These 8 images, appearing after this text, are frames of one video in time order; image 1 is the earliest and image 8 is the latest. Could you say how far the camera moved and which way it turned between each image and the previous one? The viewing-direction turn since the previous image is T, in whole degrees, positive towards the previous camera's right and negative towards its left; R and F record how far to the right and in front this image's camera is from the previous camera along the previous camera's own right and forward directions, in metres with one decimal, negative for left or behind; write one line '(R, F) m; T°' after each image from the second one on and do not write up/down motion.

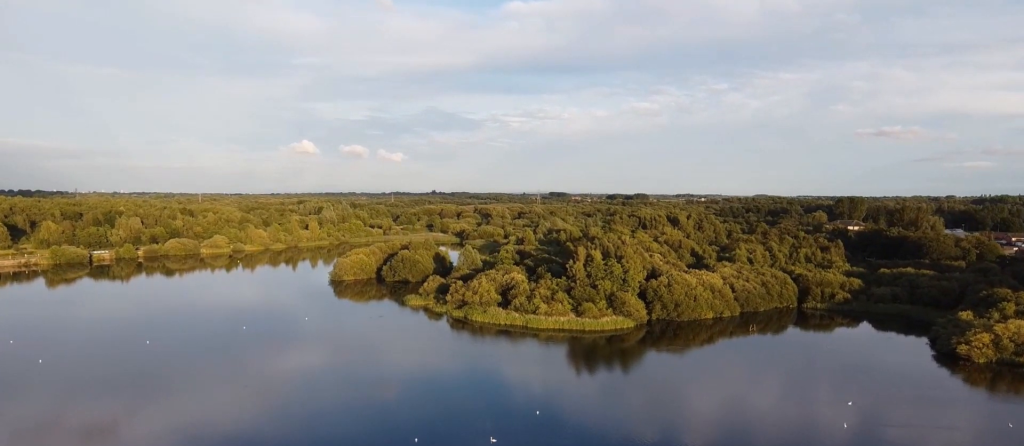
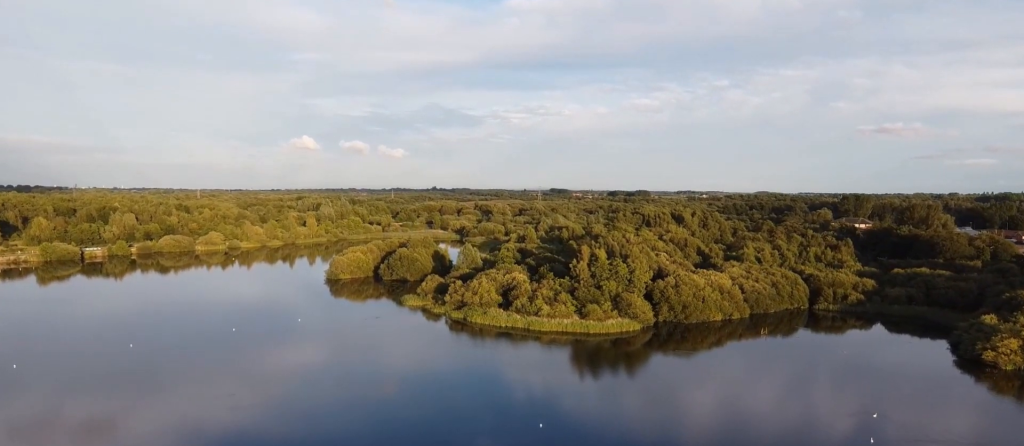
(0.0, +8.8) m; 0°
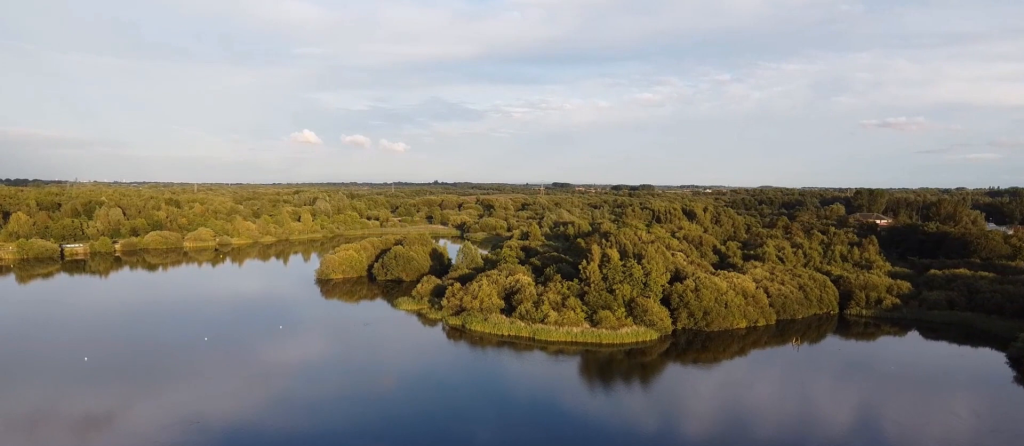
(0.0, +21.1) m; 0°
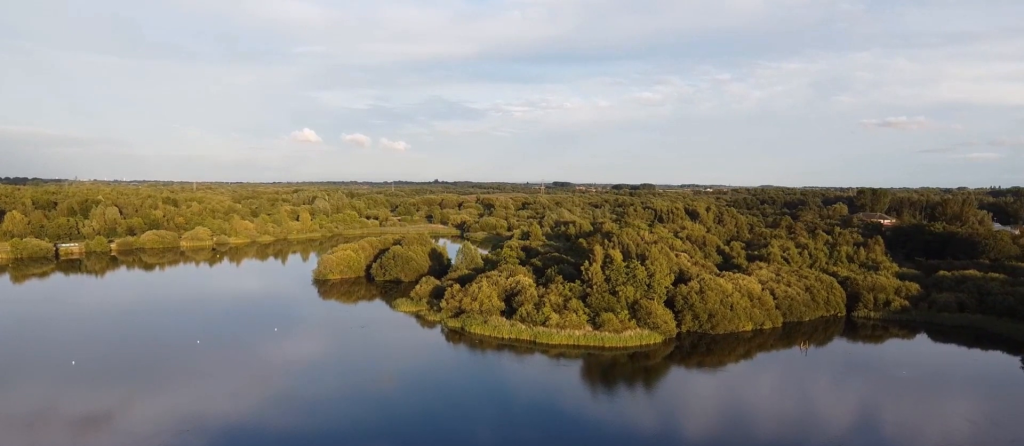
(0.0, +4.8) m; 0°
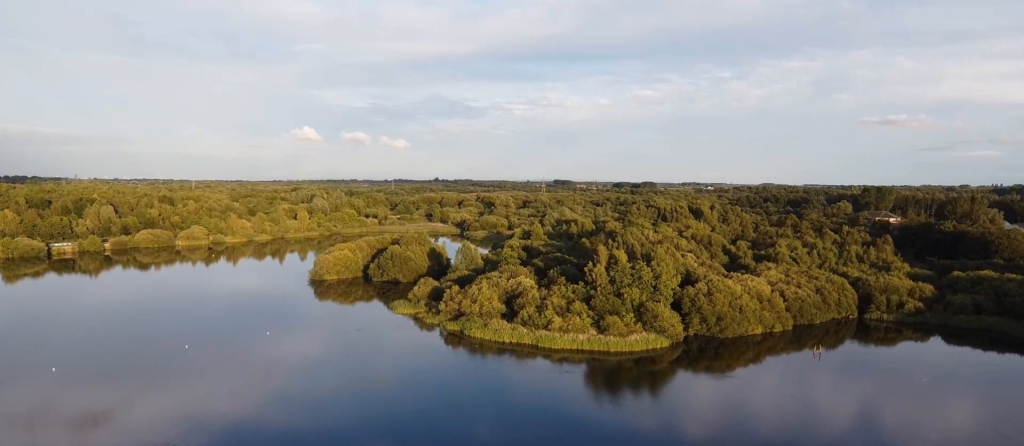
(0.0, +6.9) m; 0°
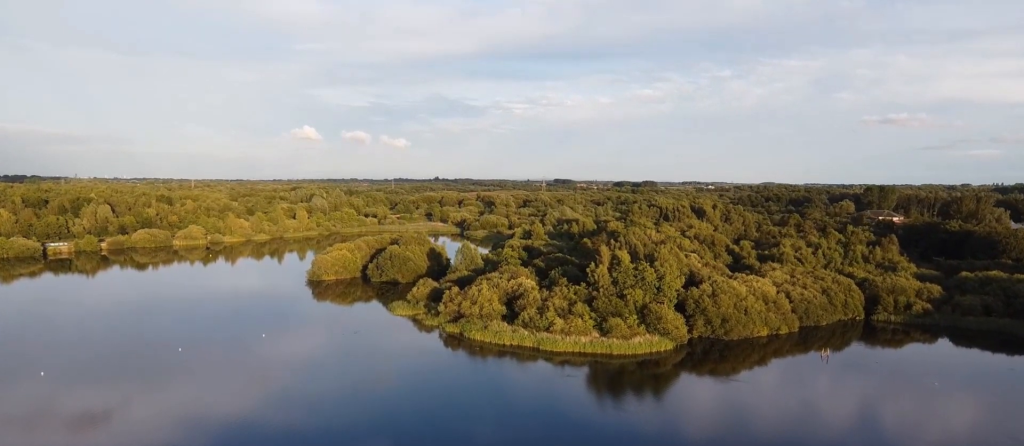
(0.0, +3.7) m; 0°
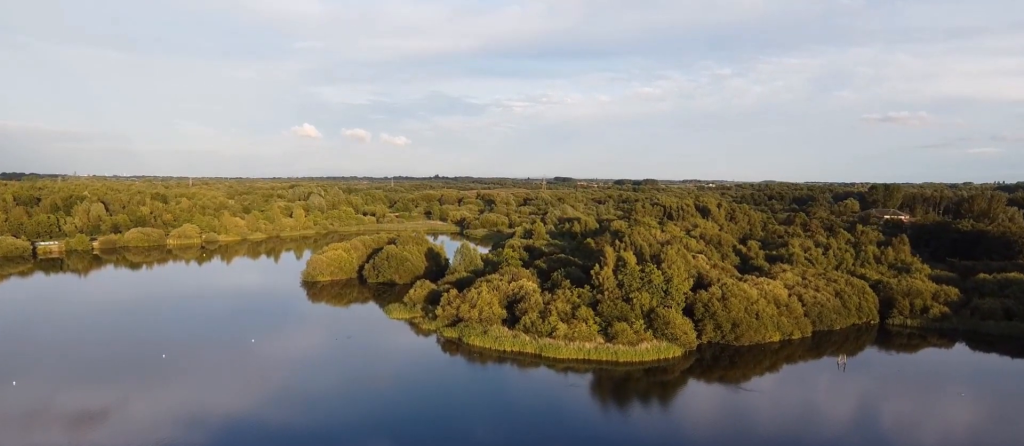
(-0.1, +8.3) m; -1°
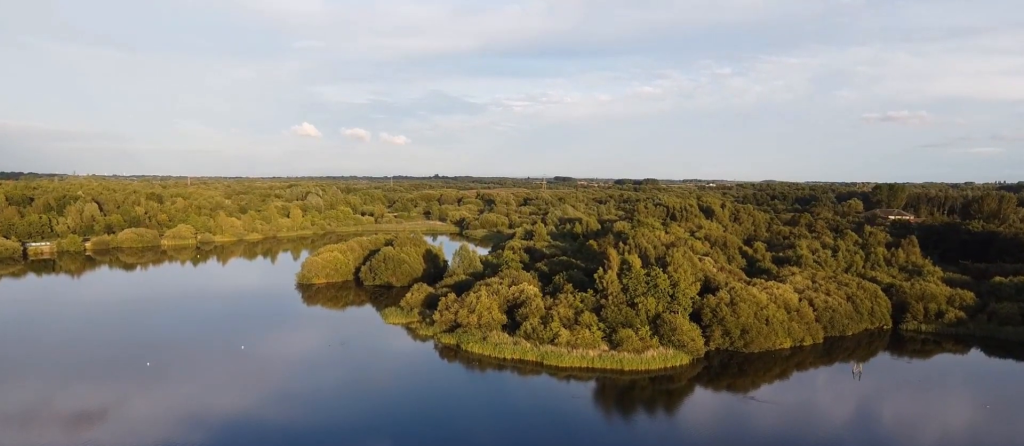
(0.0, +6.9) m; 0°
